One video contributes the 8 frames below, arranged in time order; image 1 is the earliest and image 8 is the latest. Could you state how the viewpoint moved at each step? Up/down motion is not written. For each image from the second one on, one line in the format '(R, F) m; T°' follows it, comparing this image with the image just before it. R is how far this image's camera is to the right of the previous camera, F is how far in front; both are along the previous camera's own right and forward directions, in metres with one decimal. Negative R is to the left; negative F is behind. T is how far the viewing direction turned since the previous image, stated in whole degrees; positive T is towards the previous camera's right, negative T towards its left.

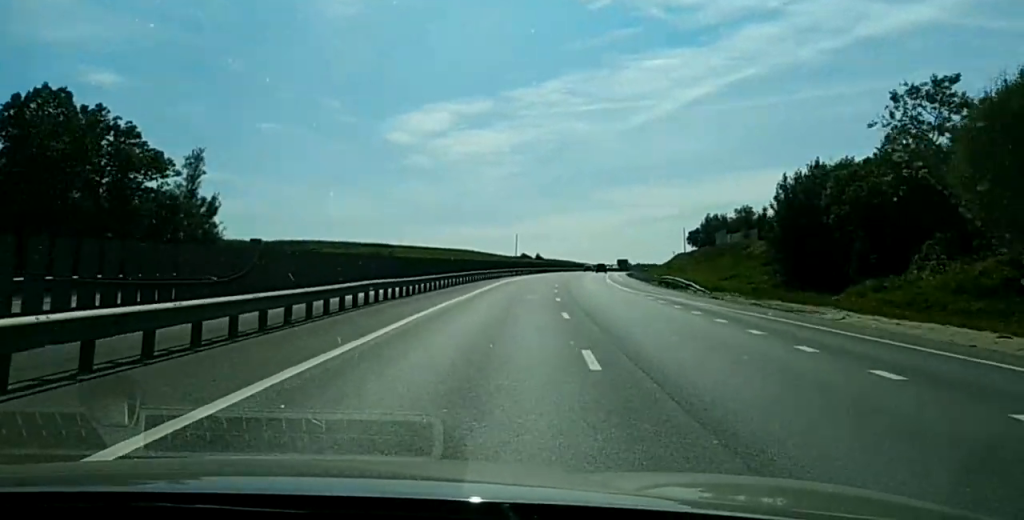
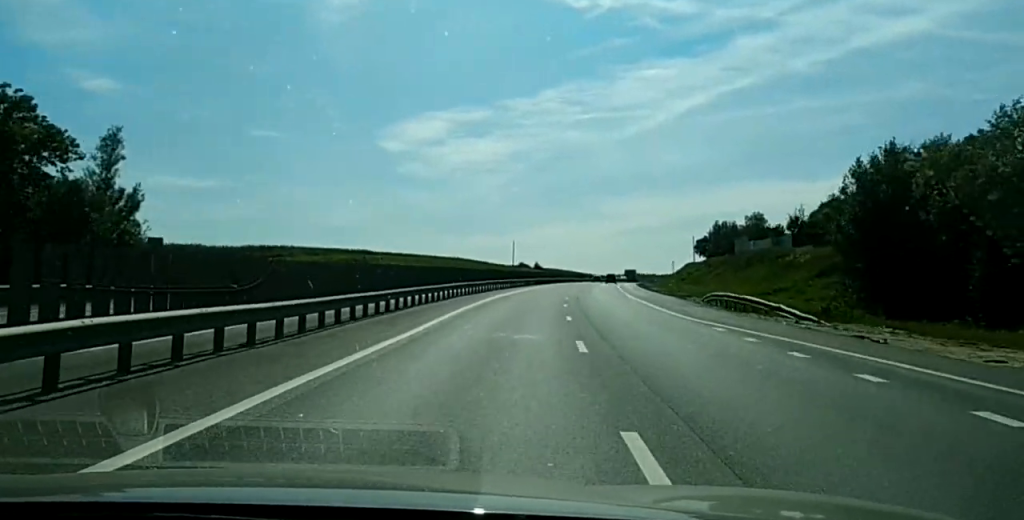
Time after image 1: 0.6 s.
(+0.4, +18.7) m; +1°
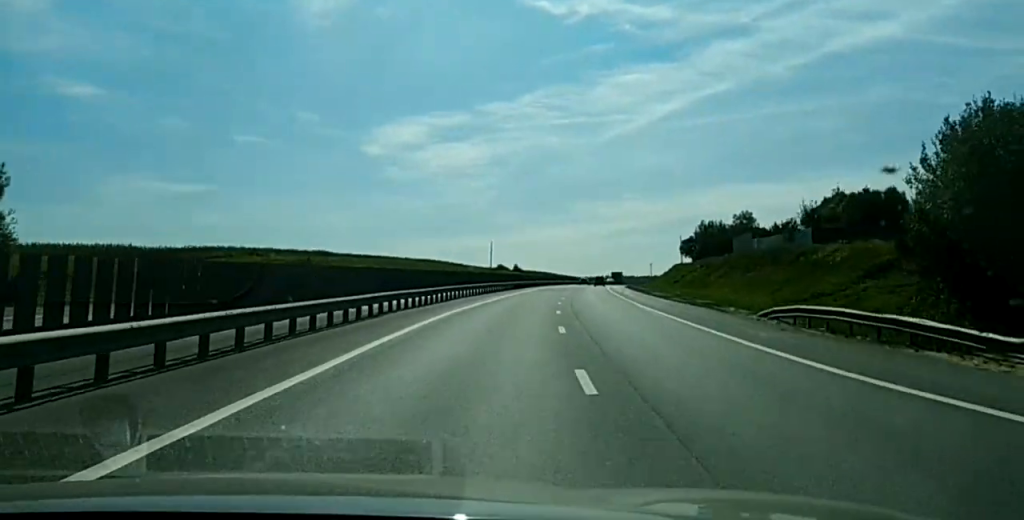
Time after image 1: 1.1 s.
(0.0, +17.5) m; +1°
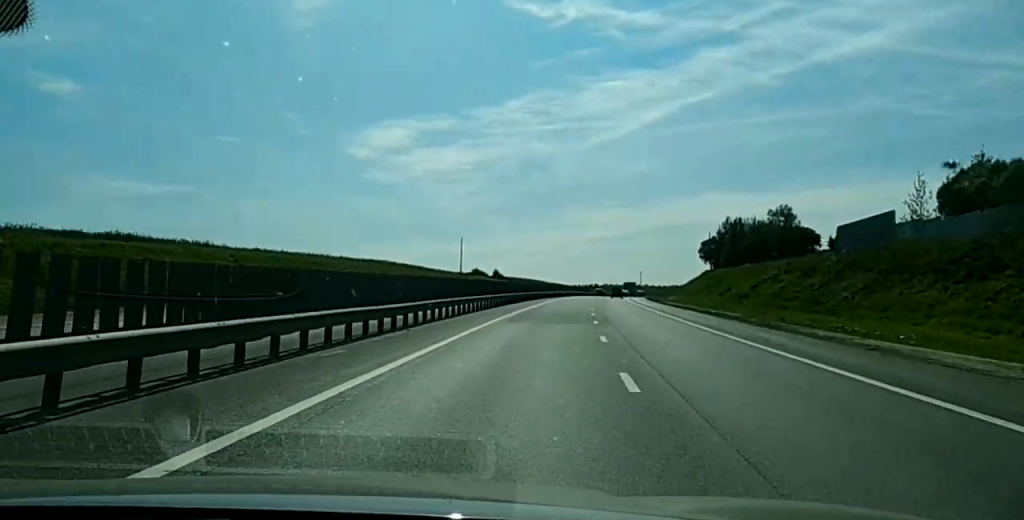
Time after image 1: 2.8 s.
(+1.2, +57.1) m; +3°
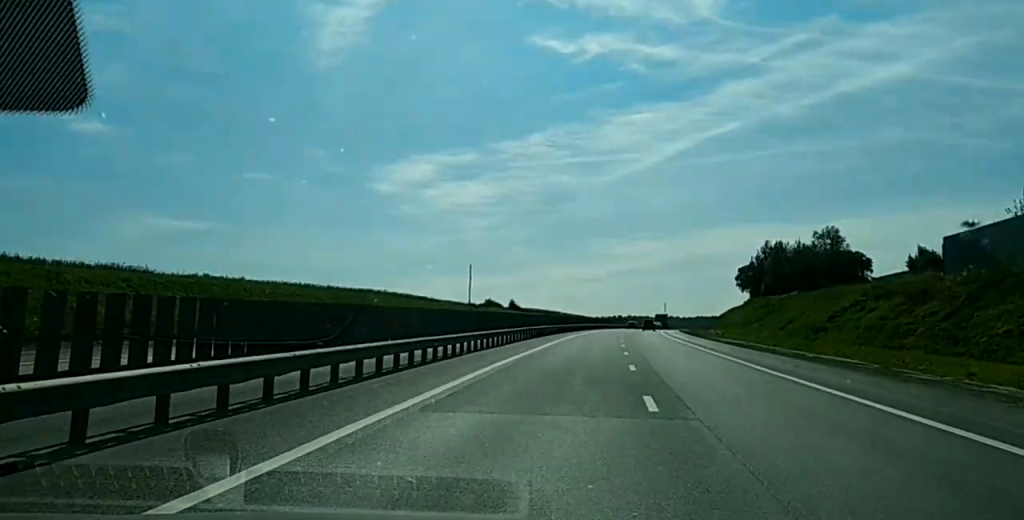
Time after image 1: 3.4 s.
(0.0, +21.8) m; 0°
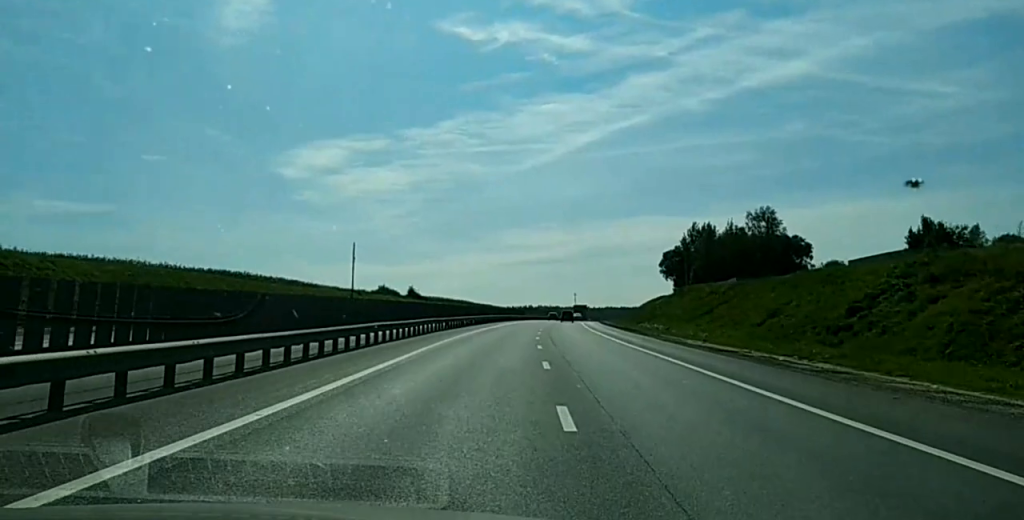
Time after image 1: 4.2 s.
(+0.1, +25.8) m; 0°
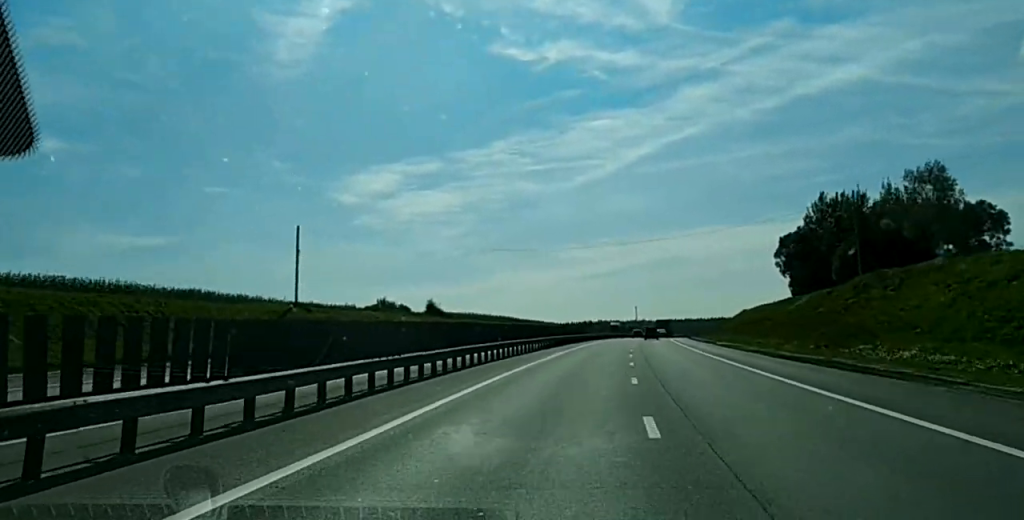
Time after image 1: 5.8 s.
(+0.3, +56.7) m; +1°
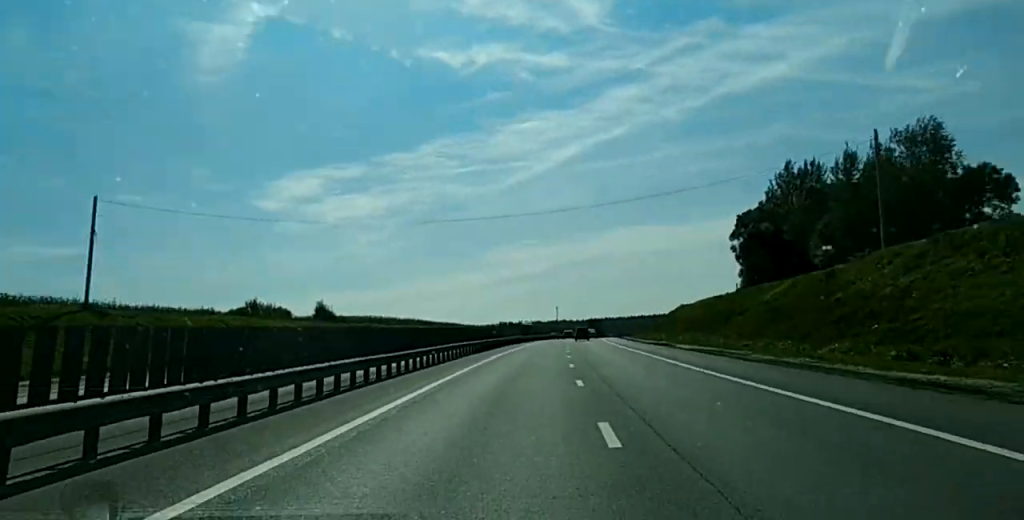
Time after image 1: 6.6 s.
(+0.3, +23.9) m; +1°
